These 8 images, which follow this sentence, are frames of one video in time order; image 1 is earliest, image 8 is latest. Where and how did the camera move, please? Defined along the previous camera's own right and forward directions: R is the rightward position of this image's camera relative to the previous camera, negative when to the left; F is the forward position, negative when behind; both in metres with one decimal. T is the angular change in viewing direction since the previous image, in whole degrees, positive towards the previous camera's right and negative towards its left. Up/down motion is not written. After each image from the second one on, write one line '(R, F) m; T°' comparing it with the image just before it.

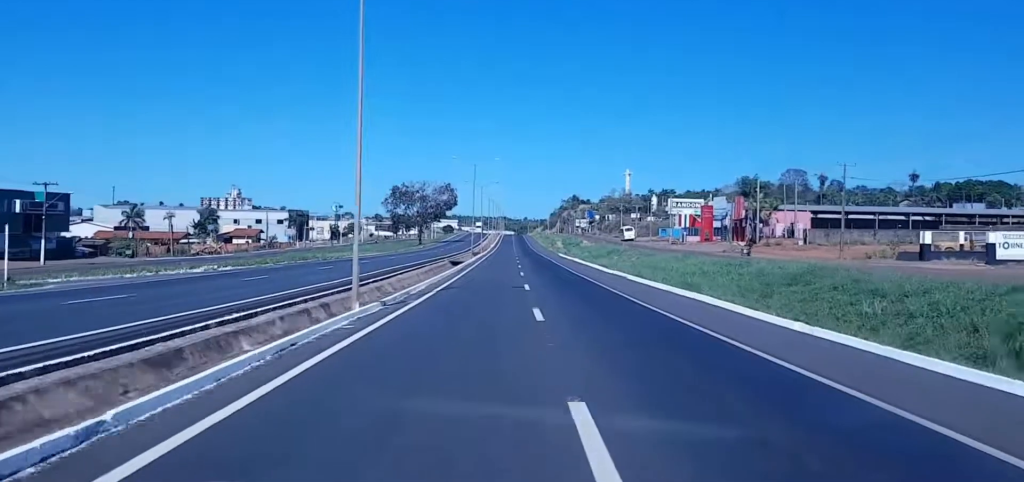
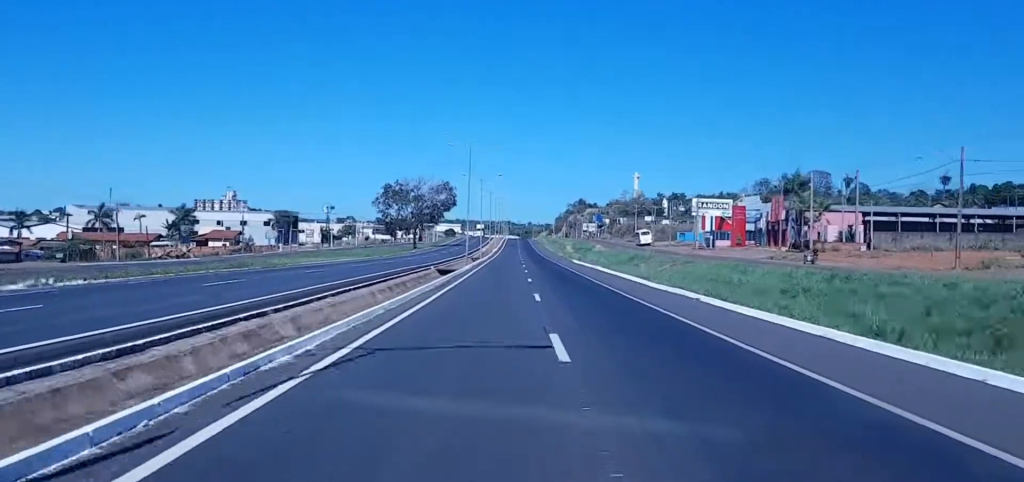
(-0.2, +22.7) m; 0°
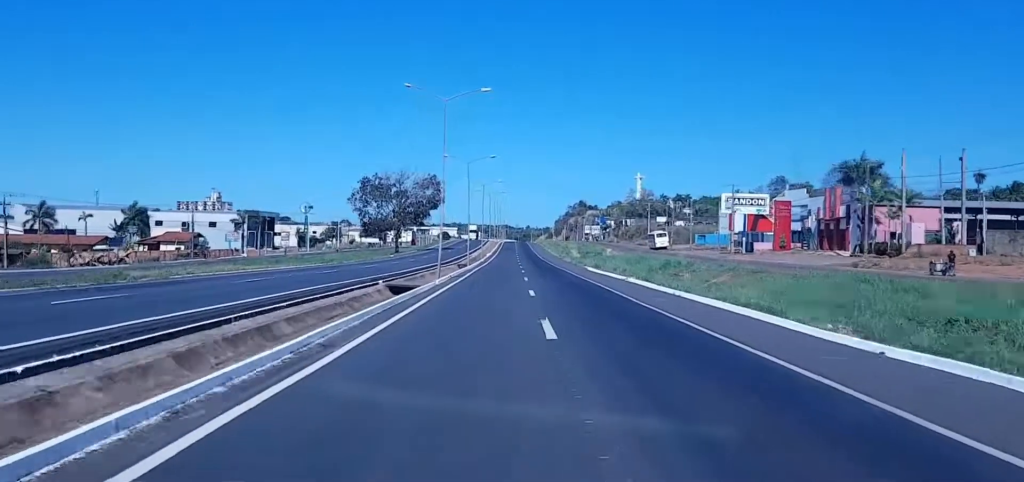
(+0.3, +28.2) m; 0°
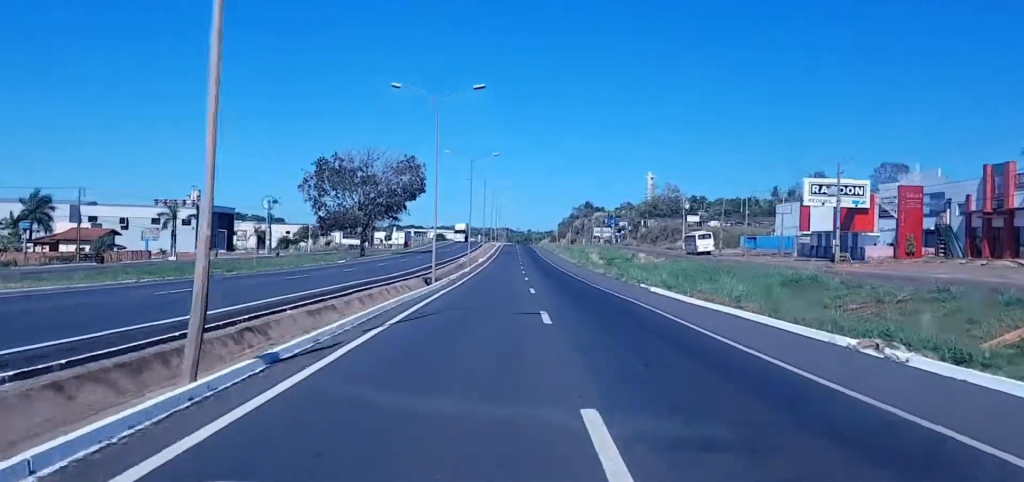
(-0.7, +43.0) m; 0°
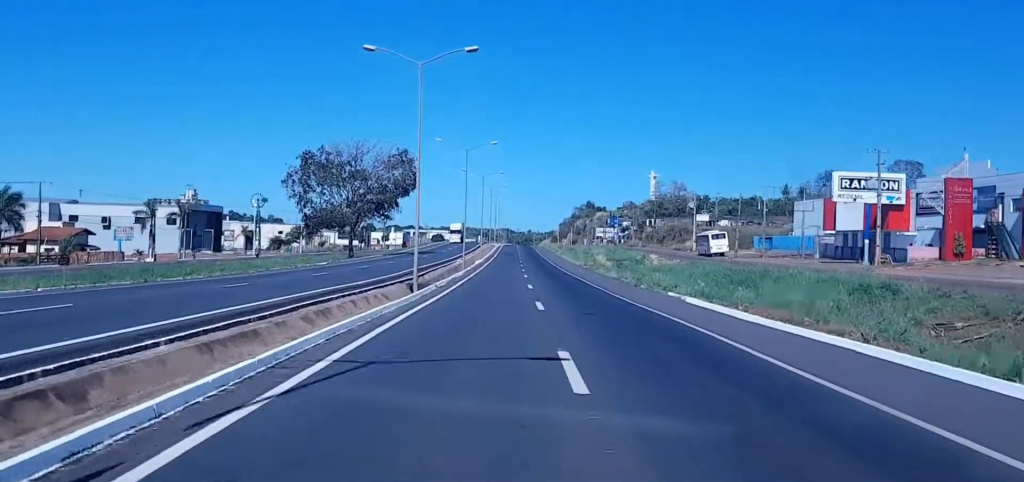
(+0.1, +10.1) m; 0°
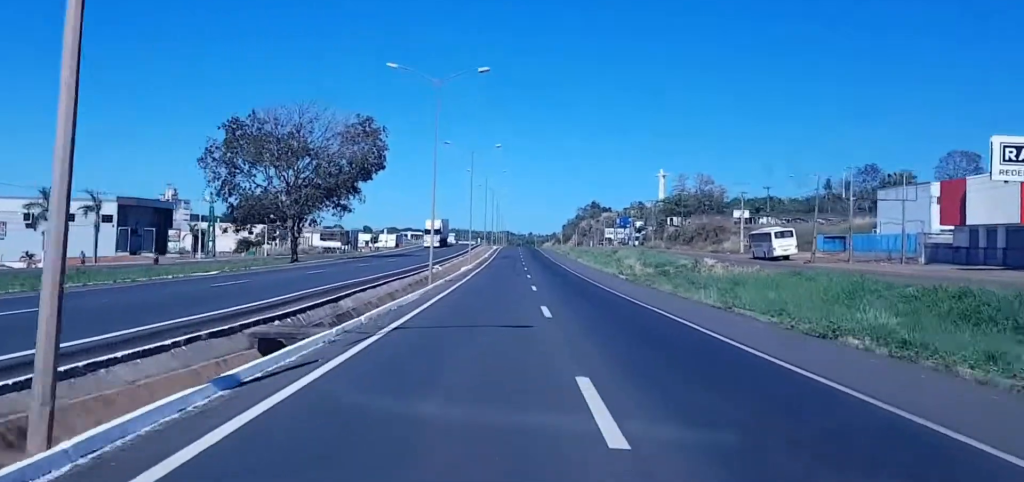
(-0.4, +34.3) m; -1°
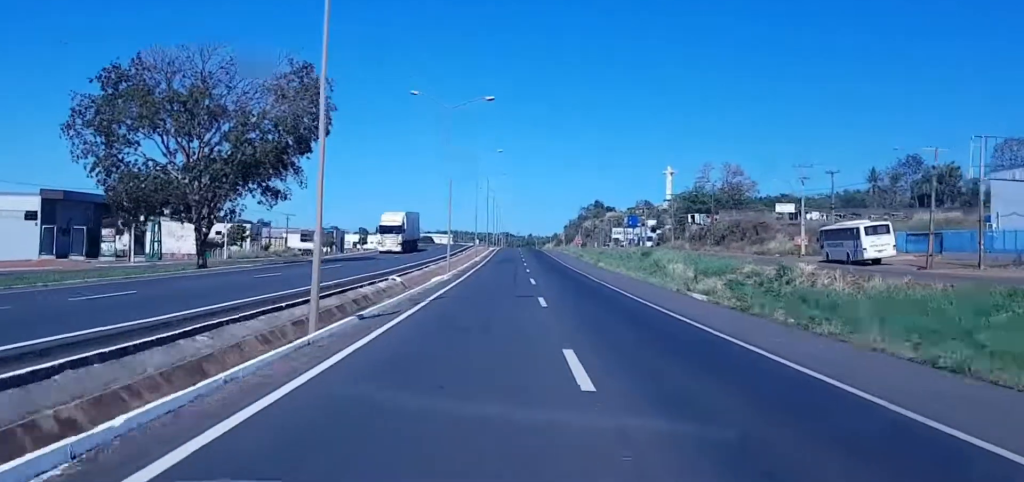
(+0.5, +28.4) m; +4°
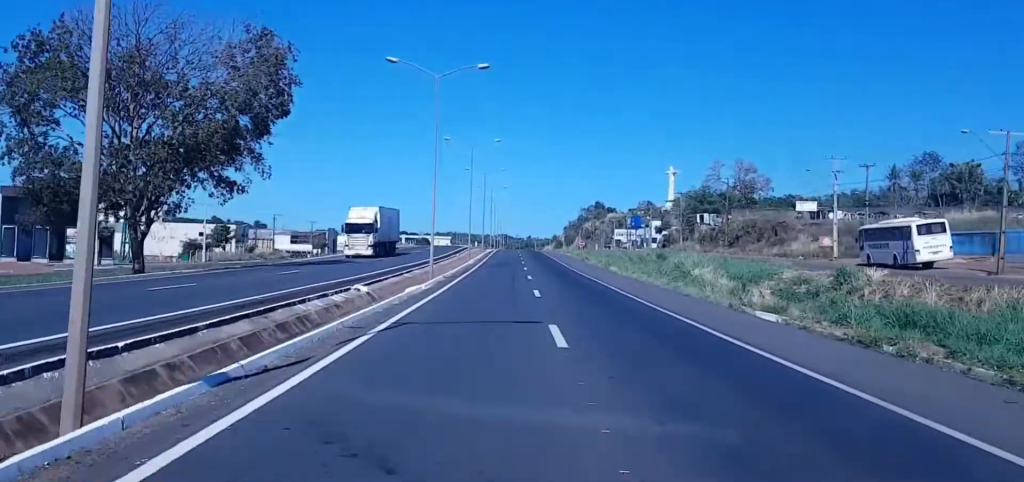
(+0.4, +11.1) m; +1°
